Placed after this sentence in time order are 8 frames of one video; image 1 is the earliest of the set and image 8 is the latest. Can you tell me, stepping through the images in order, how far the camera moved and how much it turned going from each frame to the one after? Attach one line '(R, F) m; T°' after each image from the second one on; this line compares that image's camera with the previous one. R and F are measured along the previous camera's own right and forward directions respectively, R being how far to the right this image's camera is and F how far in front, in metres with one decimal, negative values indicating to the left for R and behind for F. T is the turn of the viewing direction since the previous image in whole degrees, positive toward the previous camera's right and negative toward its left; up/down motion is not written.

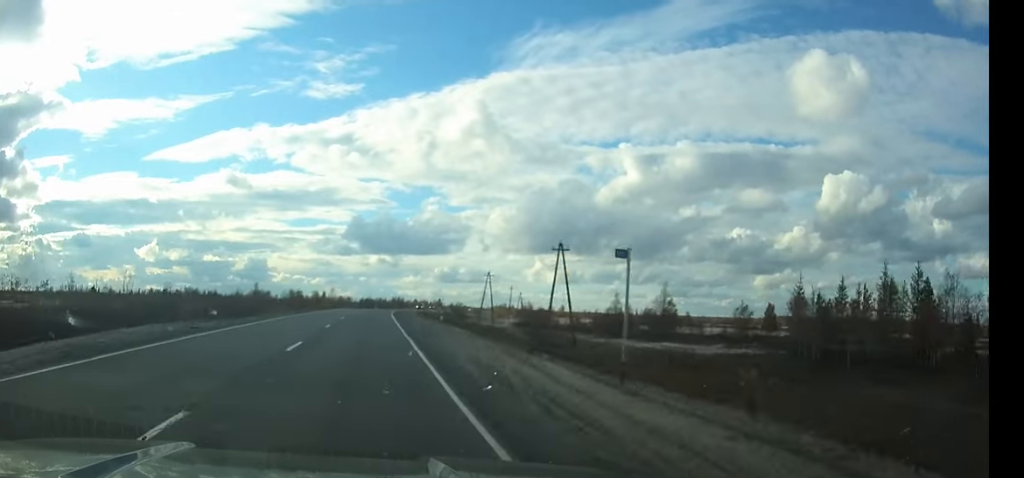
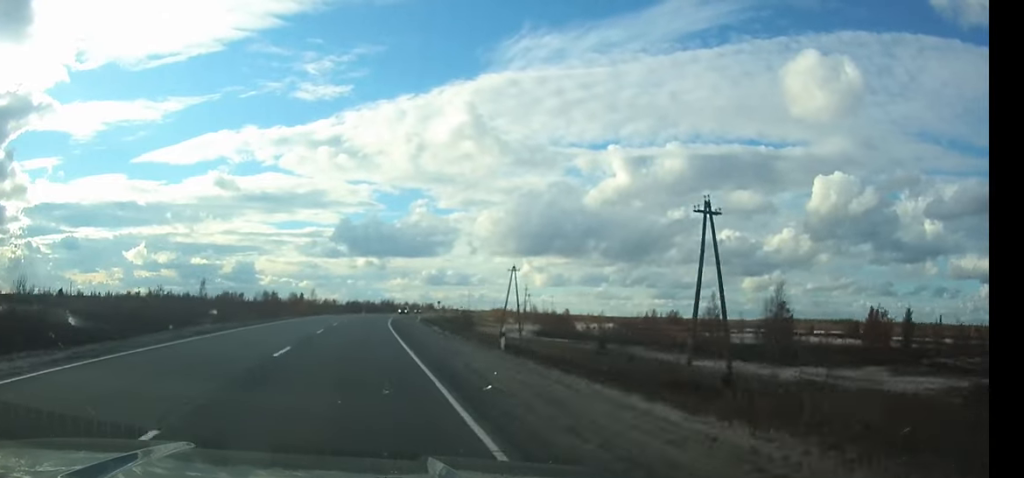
(+0.3, +26.0) m; +1°
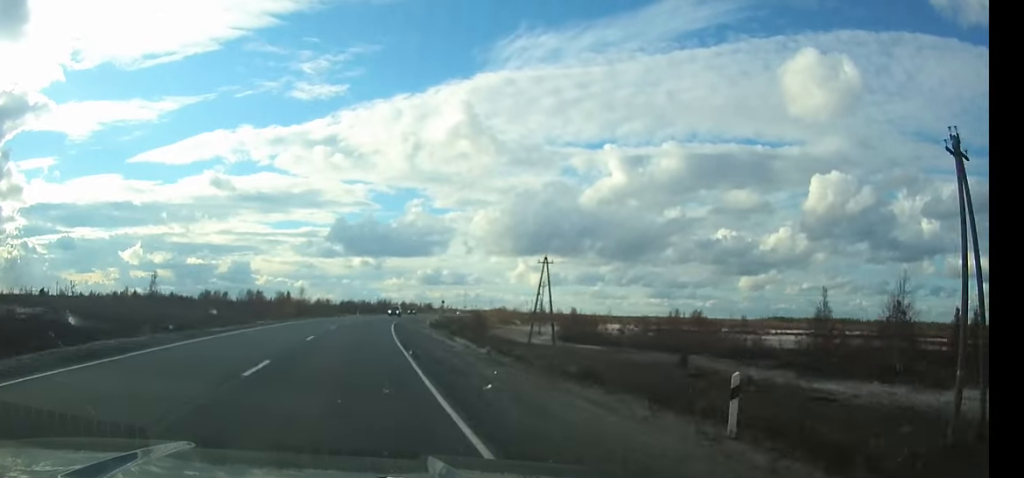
(-0.1, +16.6) m; +1°
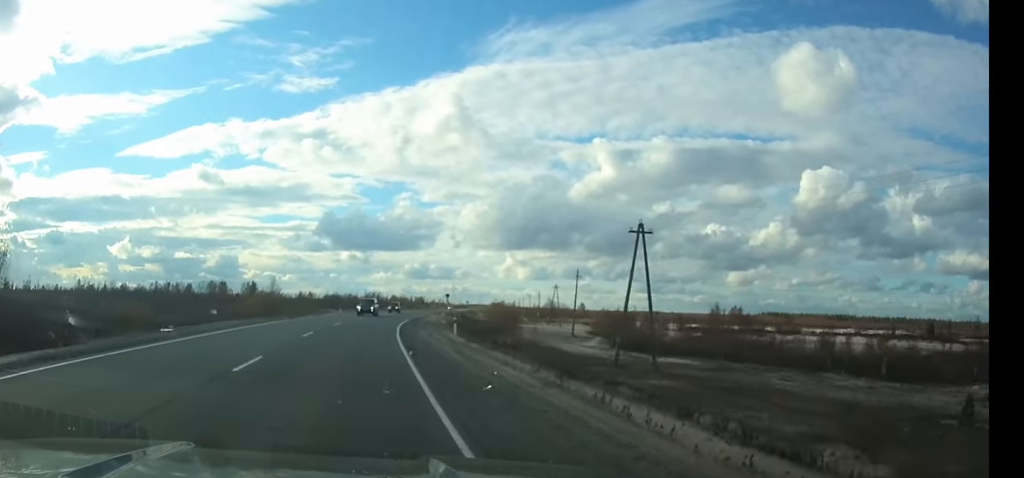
(+0.6, +26.2) m; +2°
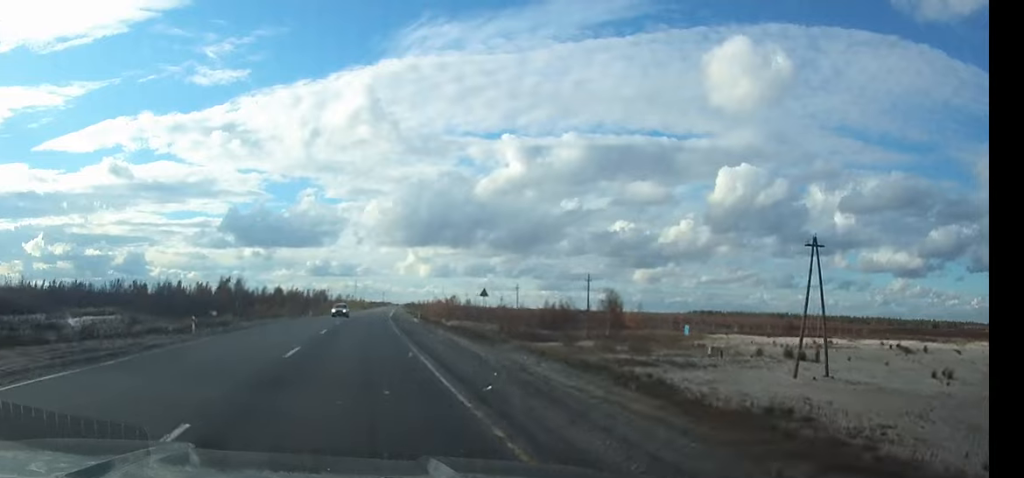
(+7.5, +107.4) m; +7°
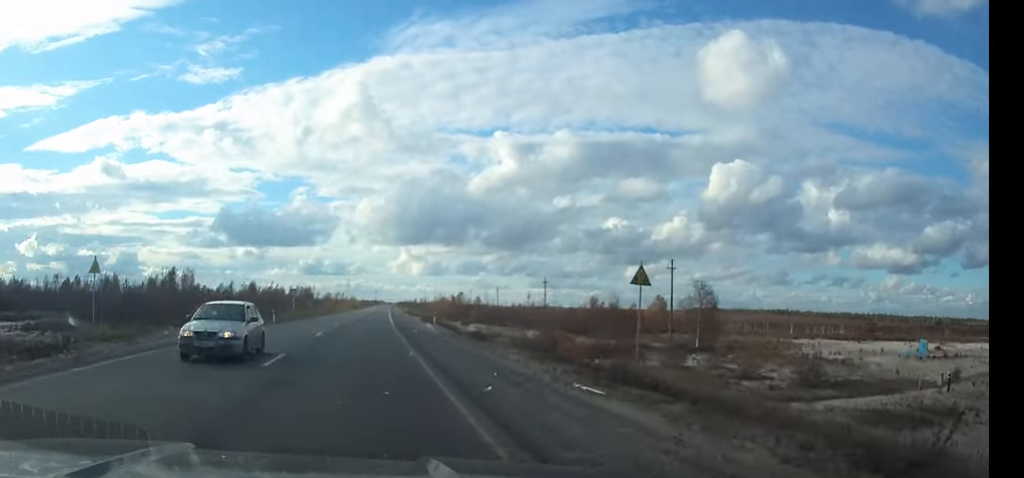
(+0.4, +25.7) m; +1°
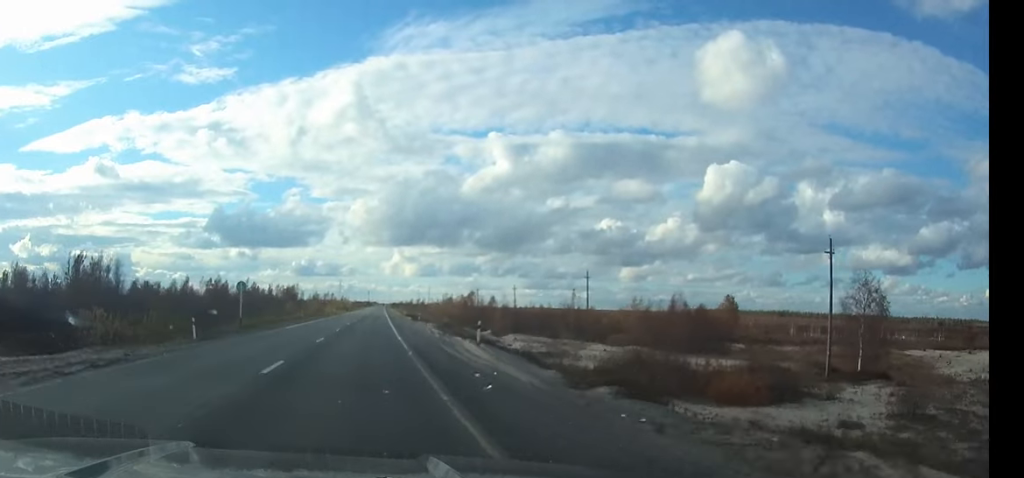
(+0.2, +23.8) m; 0°
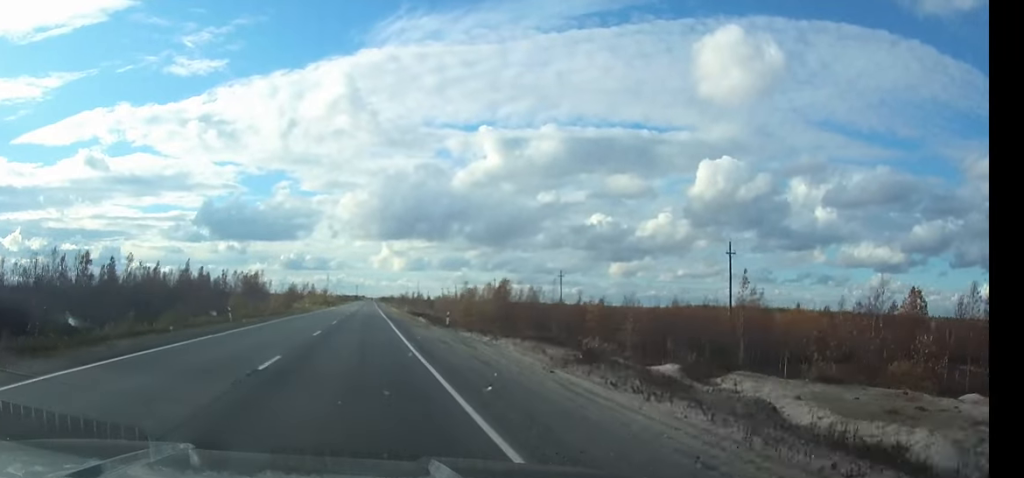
(+0.2, +36.7) m; 0°
